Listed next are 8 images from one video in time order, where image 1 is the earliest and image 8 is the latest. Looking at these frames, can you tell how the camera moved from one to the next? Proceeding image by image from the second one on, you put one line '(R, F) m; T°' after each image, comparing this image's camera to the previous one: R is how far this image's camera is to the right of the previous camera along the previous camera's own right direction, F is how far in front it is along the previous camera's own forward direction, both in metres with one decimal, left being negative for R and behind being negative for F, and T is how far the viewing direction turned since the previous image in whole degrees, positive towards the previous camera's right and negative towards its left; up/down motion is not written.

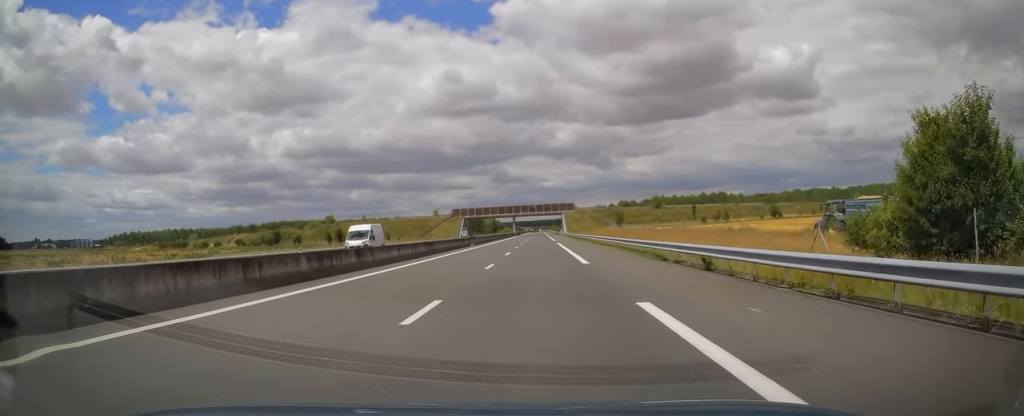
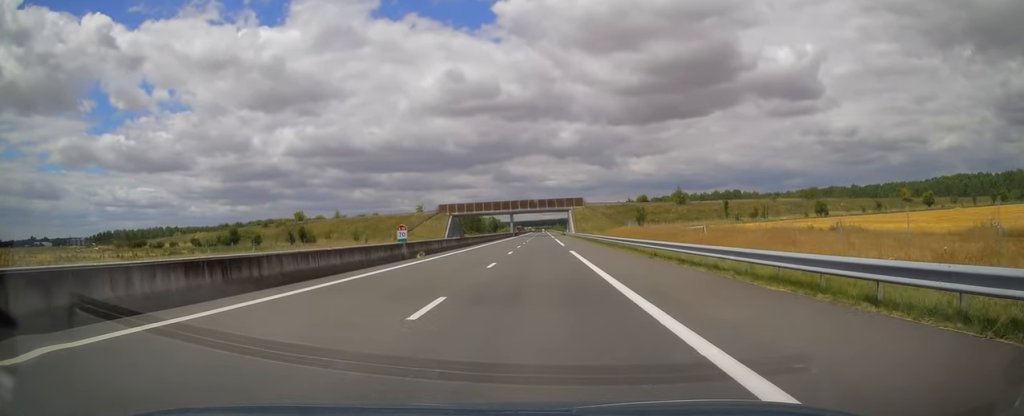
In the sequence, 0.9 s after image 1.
(0.0, +25.5) m; 0°
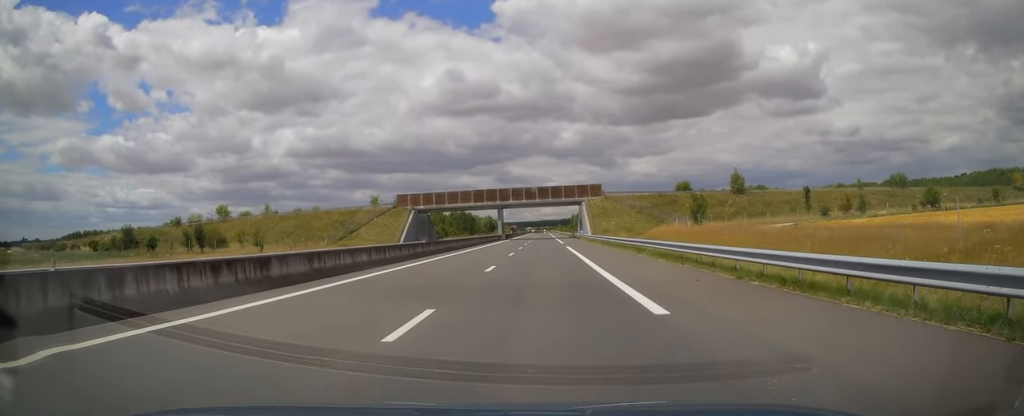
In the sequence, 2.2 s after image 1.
(0.0, +40.6) m; 0°
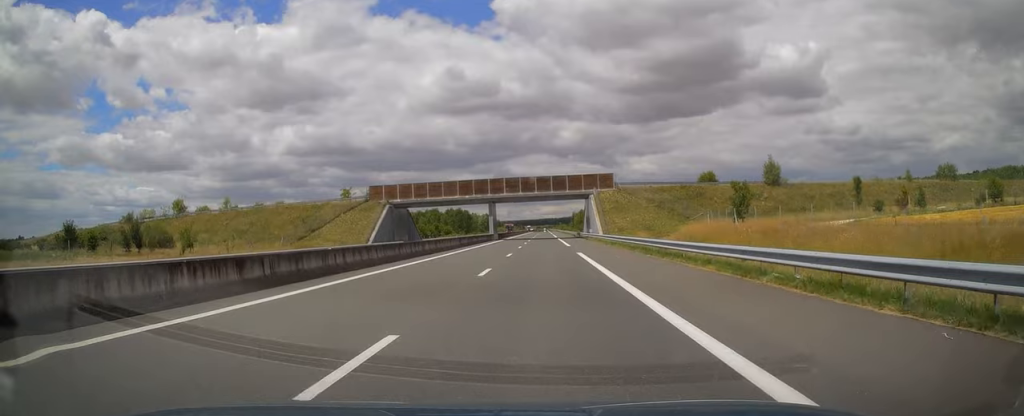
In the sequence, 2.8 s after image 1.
(0.0, +15.7) m; 0°
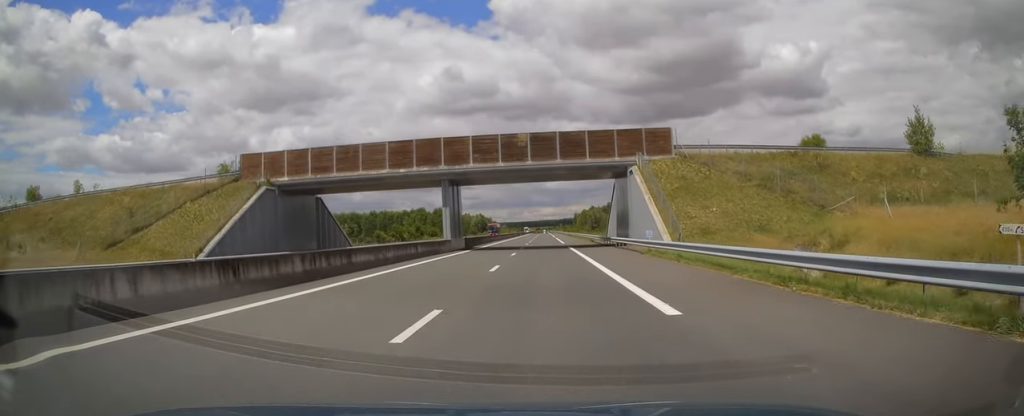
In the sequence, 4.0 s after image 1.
(-0.3, +36.1) m; 0°
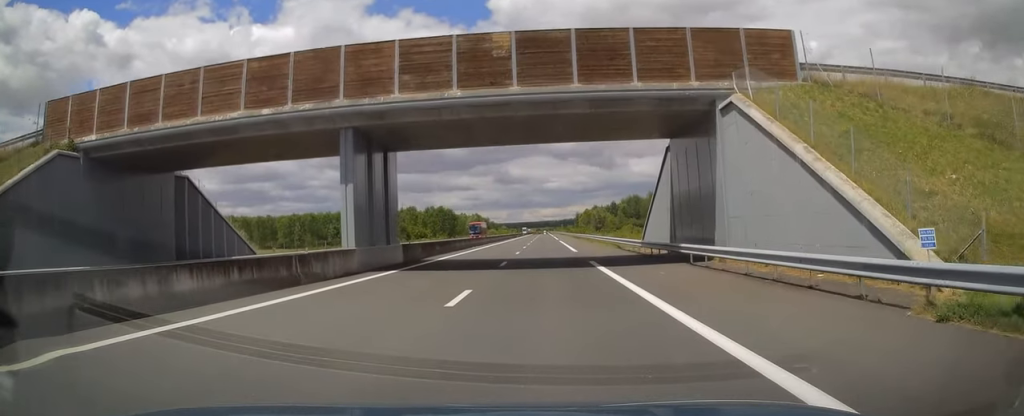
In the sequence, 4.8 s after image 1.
(0.0, +22.0) m; 0°
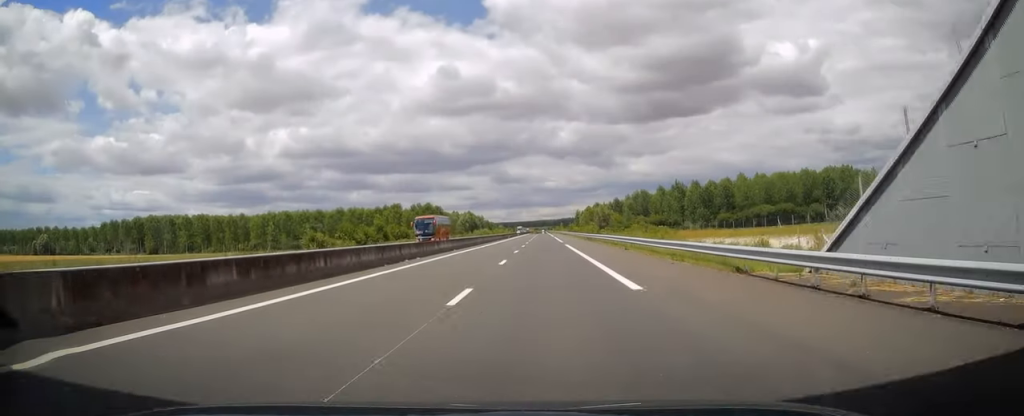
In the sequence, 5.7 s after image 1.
(+0.2, +25.8) m; 0°
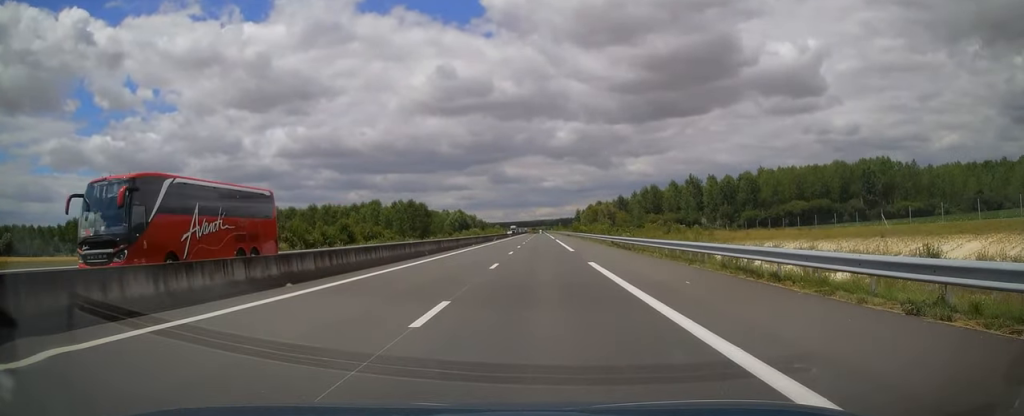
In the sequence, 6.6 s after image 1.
(0.0, +28.2) m; 0°
